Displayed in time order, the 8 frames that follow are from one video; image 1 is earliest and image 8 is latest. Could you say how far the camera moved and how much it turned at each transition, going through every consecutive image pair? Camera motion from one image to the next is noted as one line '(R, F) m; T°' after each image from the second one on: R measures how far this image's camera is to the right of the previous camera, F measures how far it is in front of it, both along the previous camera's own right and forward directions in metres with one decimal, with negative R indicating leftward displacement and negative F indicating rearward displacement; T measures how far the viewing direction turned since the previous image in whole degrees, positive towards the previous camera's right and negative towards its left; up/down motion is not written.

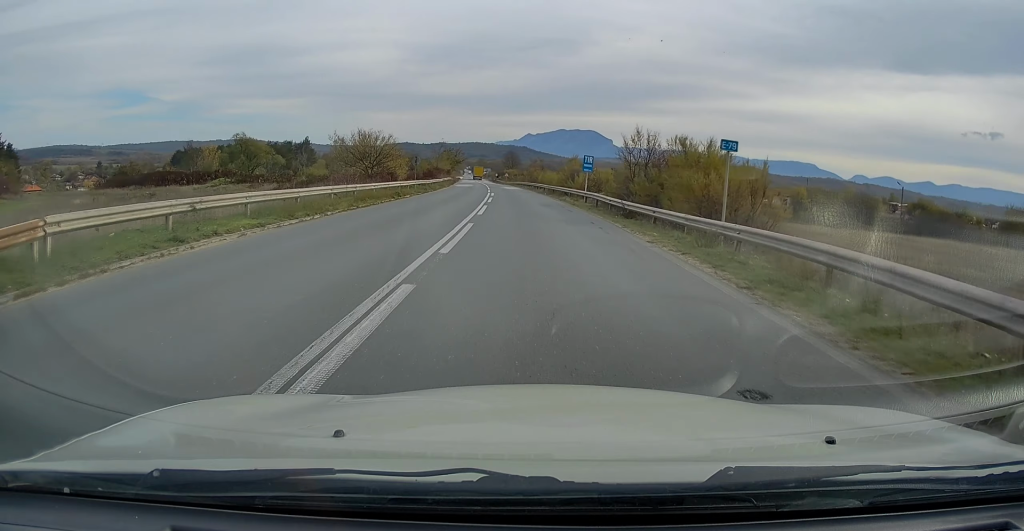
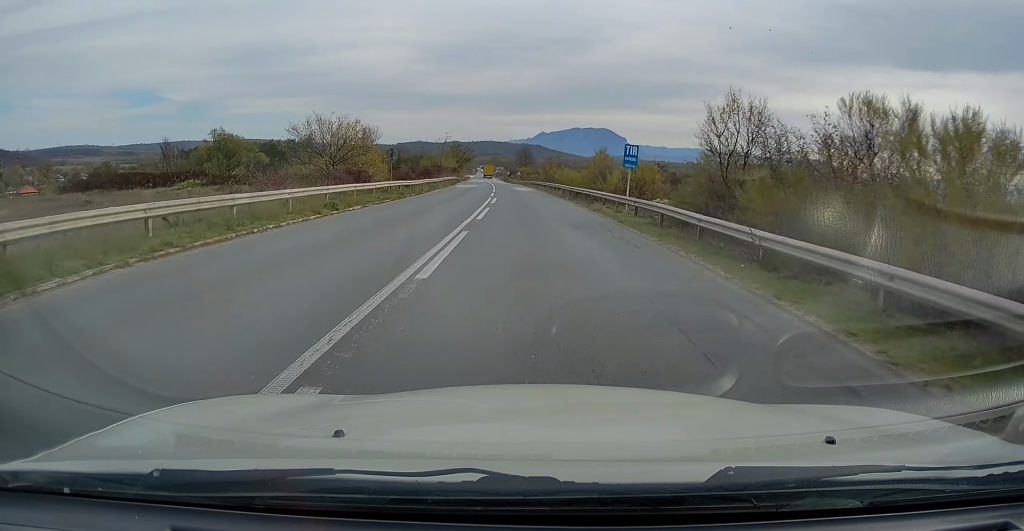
(0.0, +12.4) m; -2°
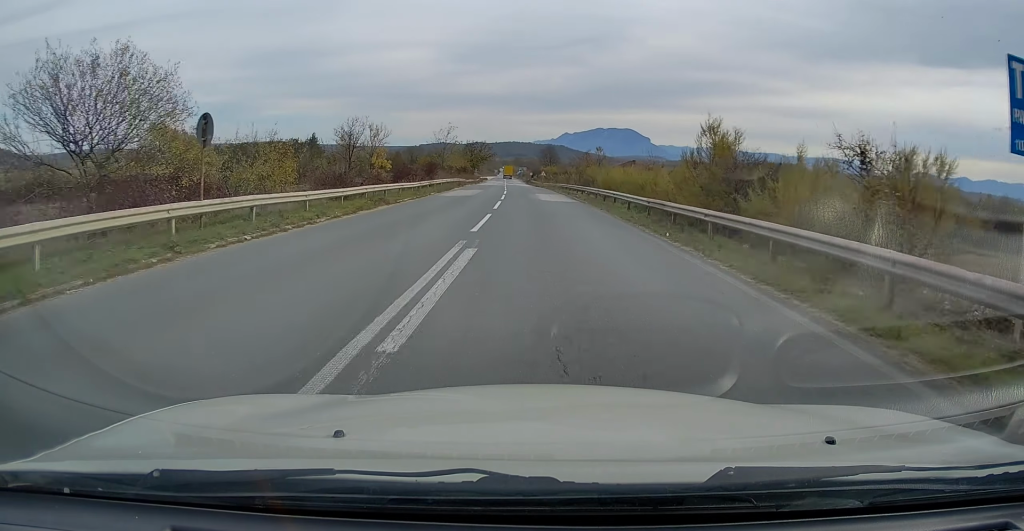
(-0.6, +22.6) m; -2°
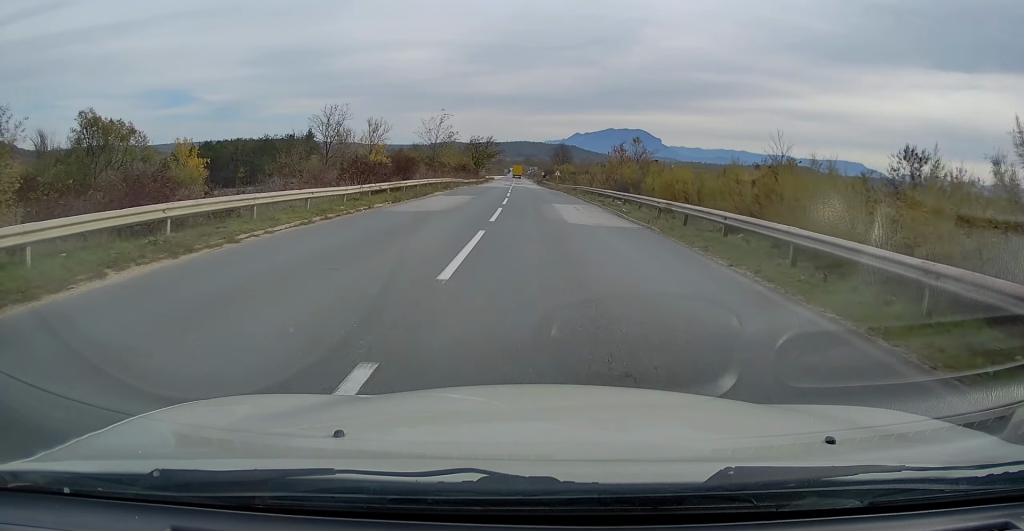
(-0.1, +15.7) m; 0°
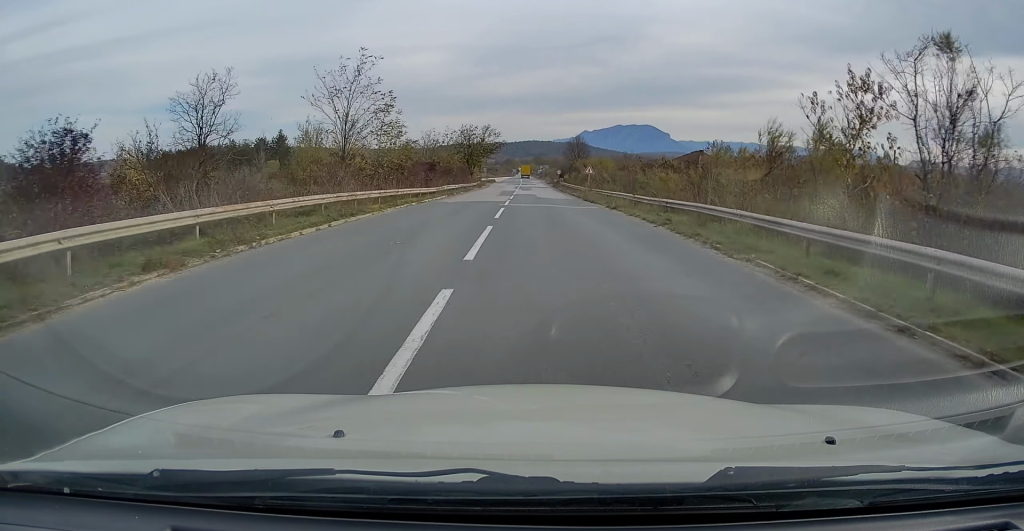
(-0.2, +33.8) m; -1°
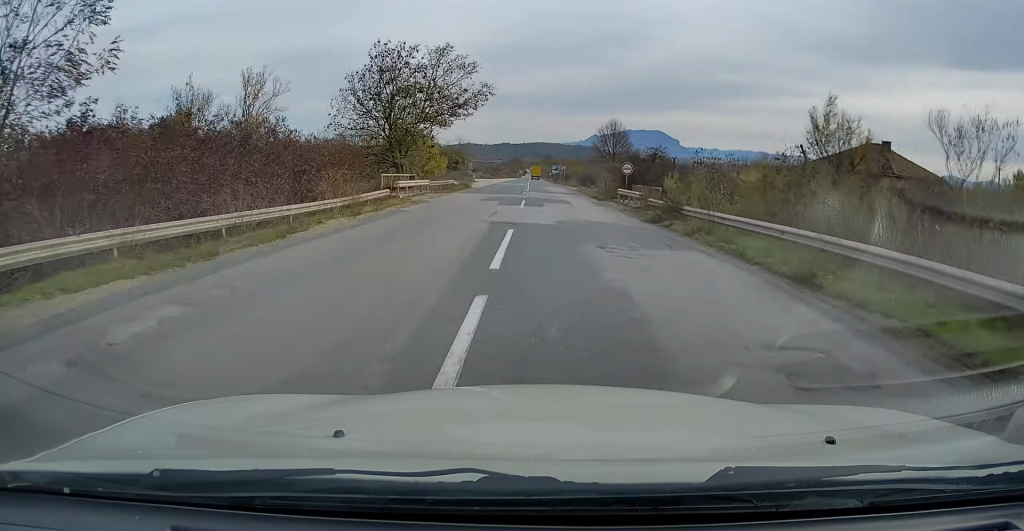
(-0.7, +63.2) m; -1°
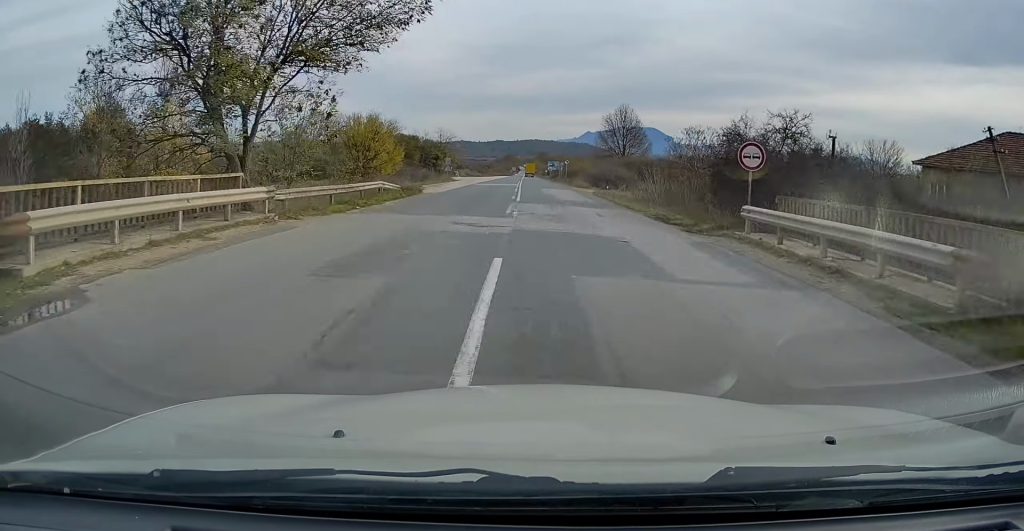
(-0.1, +22.1) m; 0°
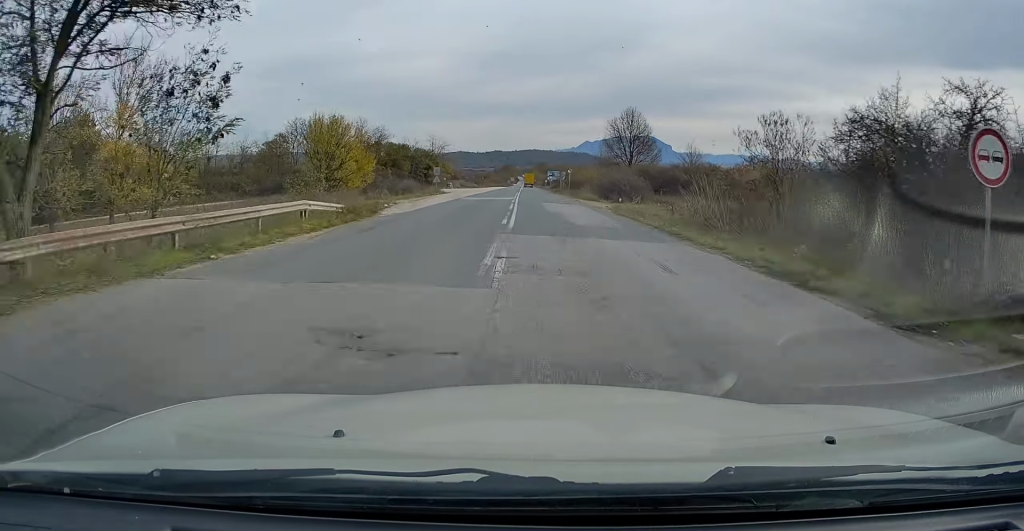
(0.0, +9.1) m; 0°
